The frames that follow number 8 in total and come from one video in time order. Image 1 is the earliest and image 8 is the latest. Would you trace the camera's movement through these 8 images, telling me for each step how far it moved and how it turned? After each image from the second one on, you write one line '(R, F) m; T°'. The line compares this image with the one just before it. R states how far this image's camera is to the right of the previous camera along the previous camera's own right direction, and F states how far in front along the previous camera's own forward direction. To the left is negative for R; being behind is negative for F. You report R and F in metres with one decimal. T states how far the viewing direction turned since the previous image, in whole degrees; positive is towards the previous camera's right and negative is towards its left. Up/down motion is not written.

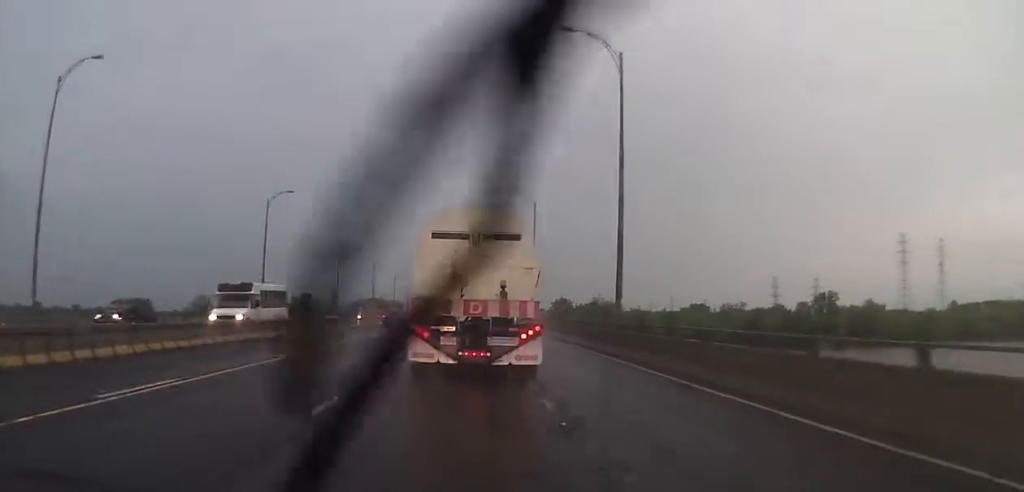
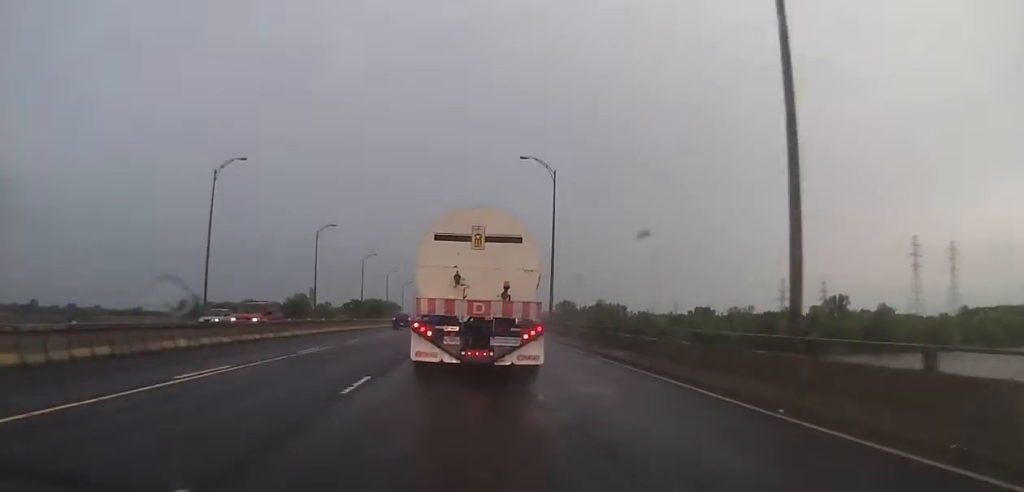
(0.0, +15.3) m; 0°
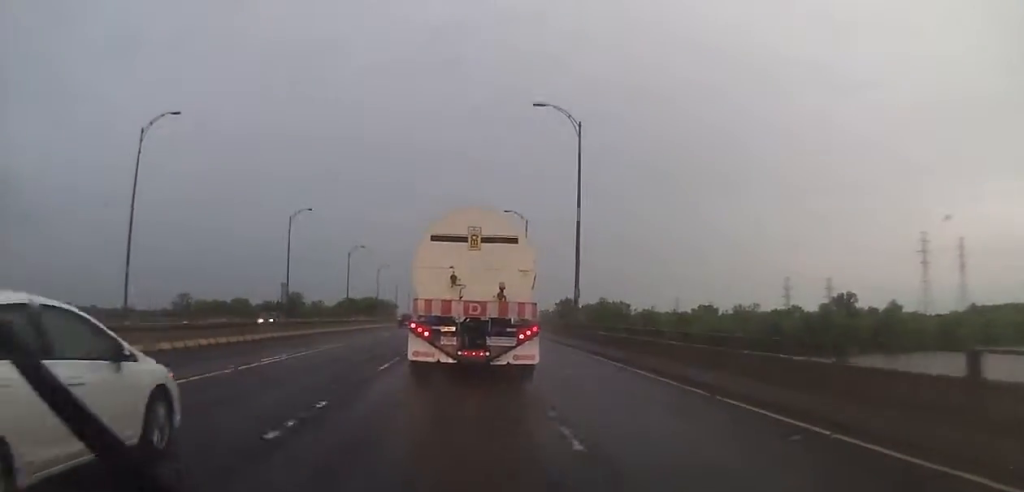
(0.0, +13.2) m; +1°
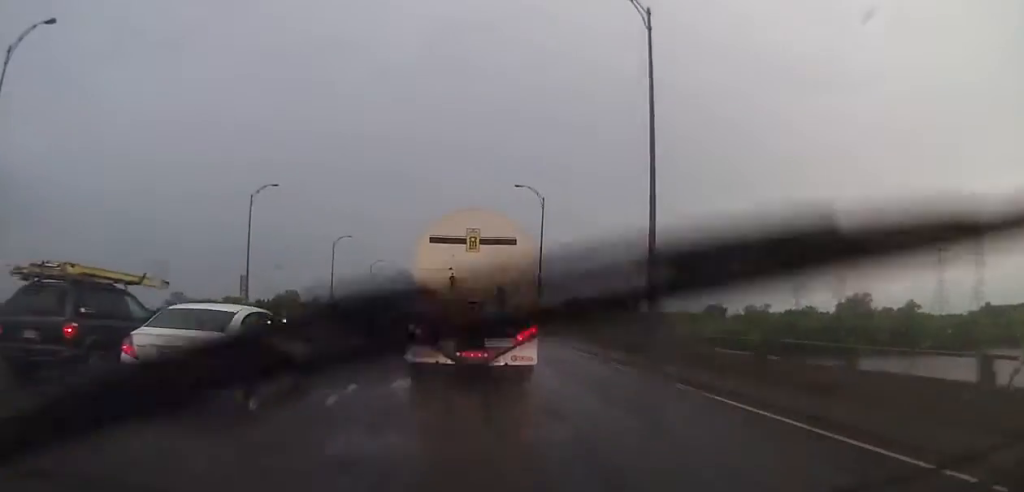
(+0.2, +15.5) m; -1°
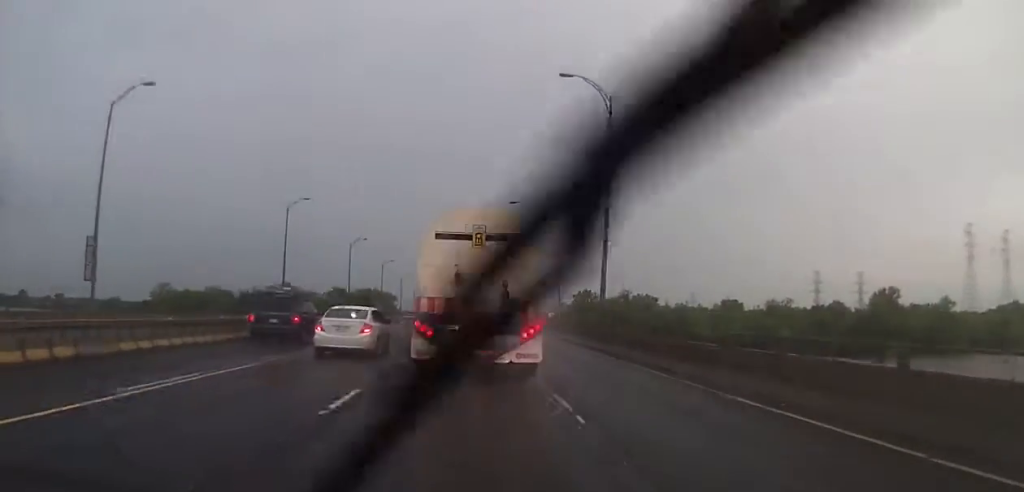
(-0.6, +28.3) m; -1°
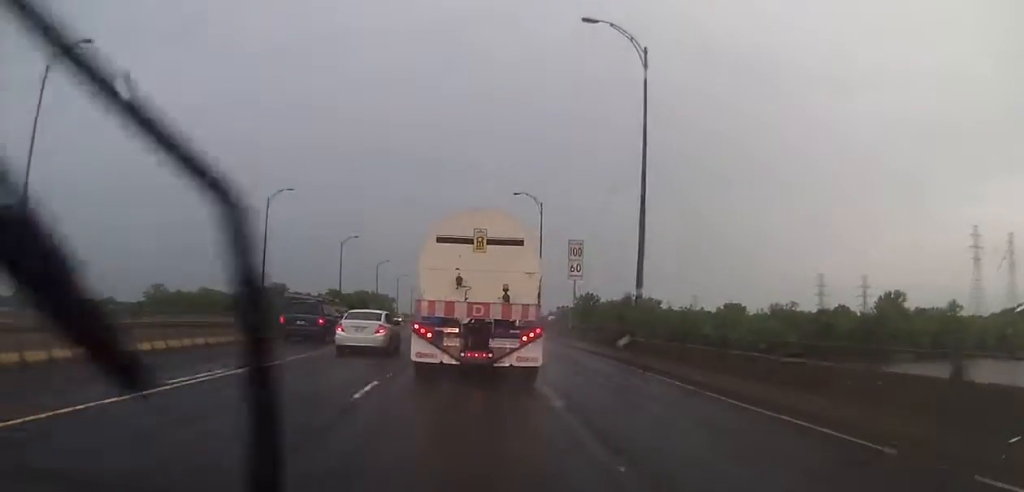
(+0.1, +7.2) m; 0°
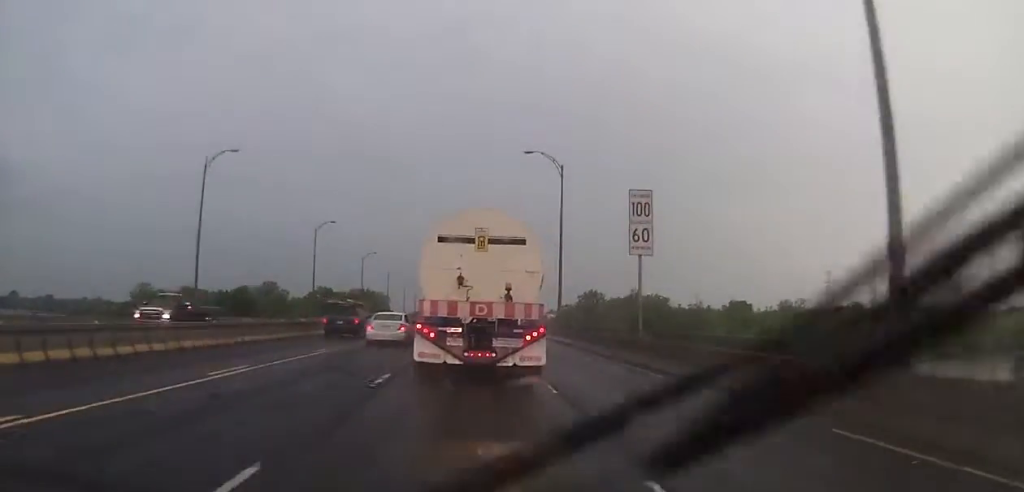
(0.0, +16.4) m; 0°
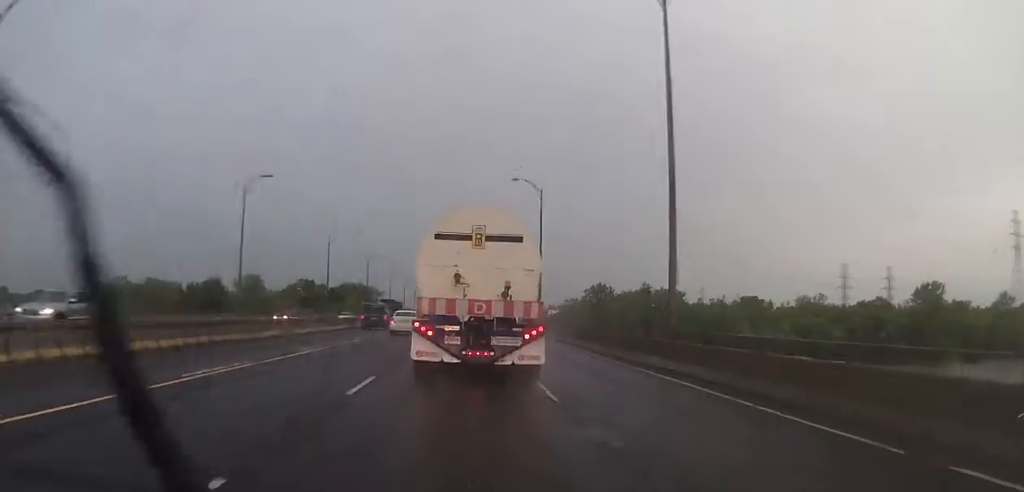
(0.0, +27.5) m; 0°
